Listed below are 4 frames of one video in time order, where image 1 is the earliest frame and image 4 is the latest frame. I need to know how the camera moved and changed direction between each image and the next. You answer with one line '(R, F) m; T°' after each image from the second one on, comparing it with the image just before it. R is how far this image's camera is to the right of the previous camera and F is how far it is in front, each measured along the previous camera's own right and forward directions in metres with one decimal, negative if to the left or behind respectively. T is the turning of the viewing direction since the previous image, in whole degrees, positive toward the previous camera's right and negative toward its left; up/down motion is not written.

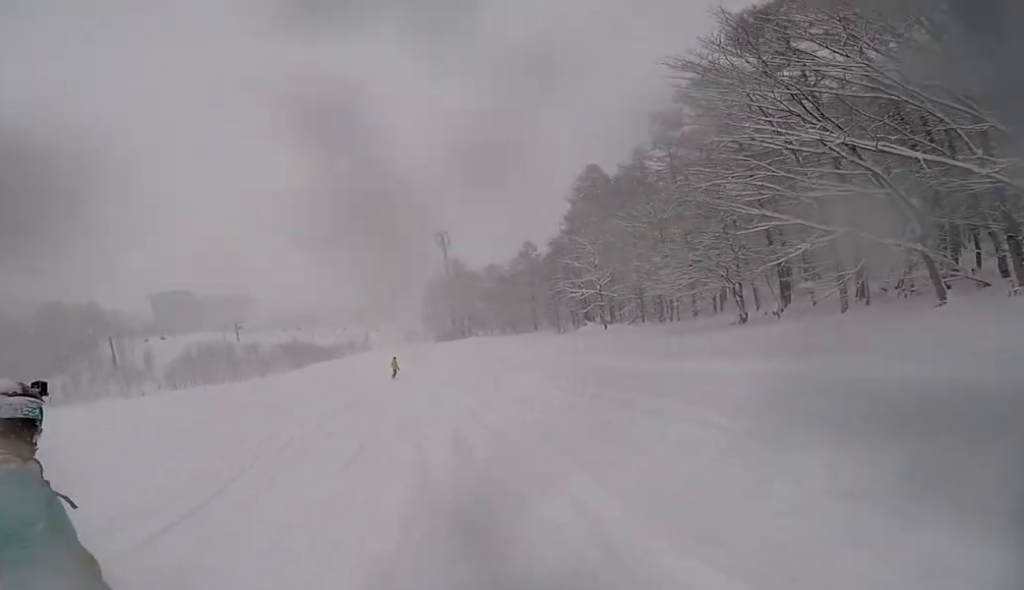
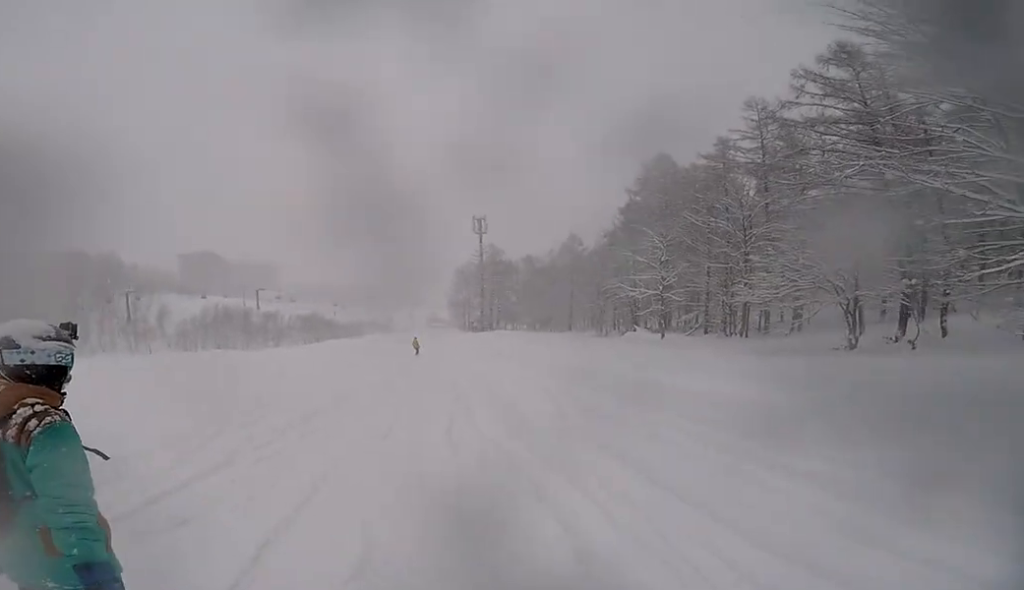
(-0.2, +6.3) m; -1°
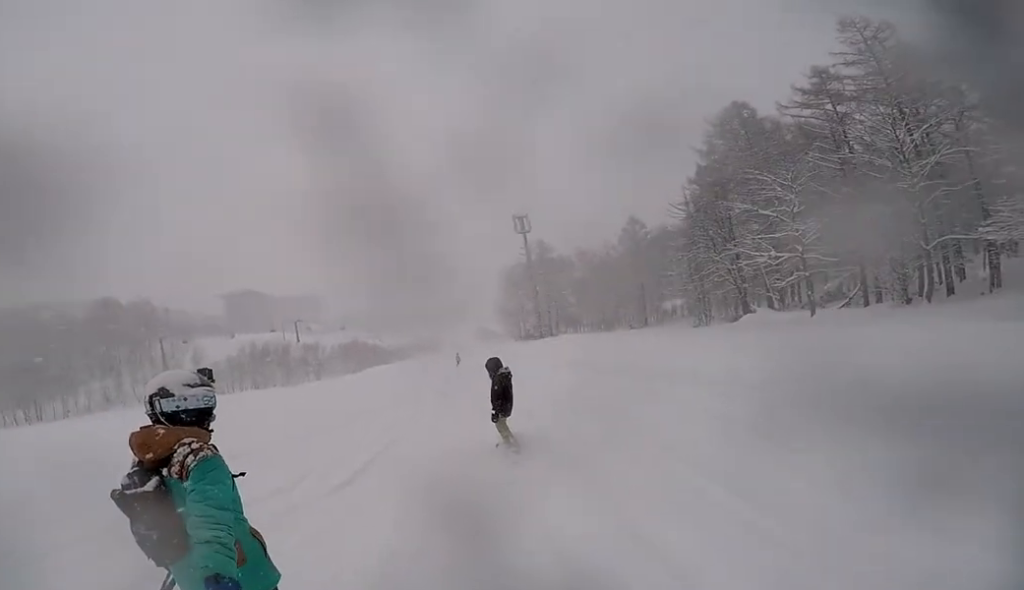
(-0.2, +11.9) m; -7°
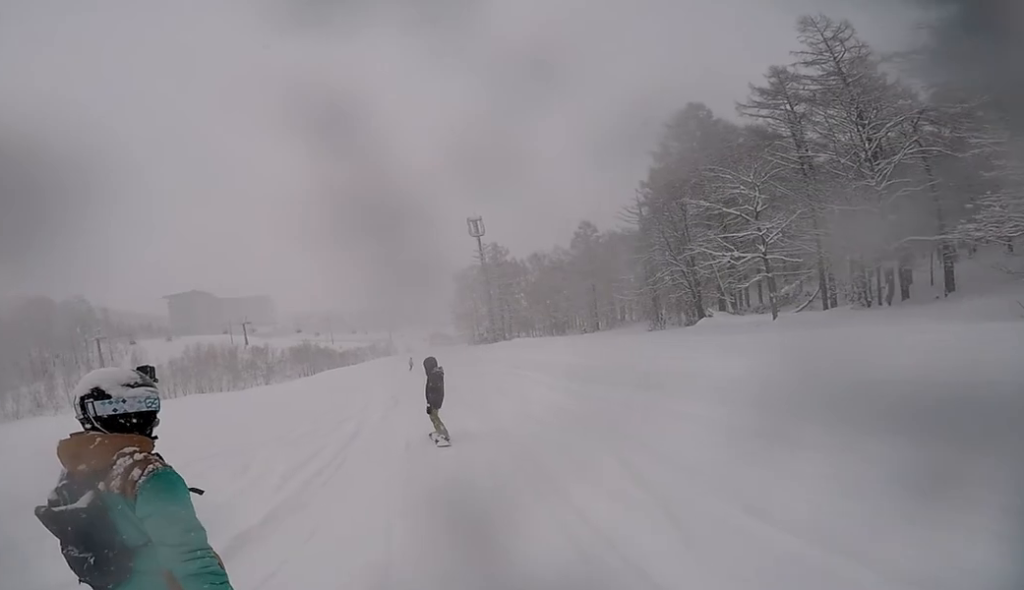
(-0.2, +2.6) m; 0°
